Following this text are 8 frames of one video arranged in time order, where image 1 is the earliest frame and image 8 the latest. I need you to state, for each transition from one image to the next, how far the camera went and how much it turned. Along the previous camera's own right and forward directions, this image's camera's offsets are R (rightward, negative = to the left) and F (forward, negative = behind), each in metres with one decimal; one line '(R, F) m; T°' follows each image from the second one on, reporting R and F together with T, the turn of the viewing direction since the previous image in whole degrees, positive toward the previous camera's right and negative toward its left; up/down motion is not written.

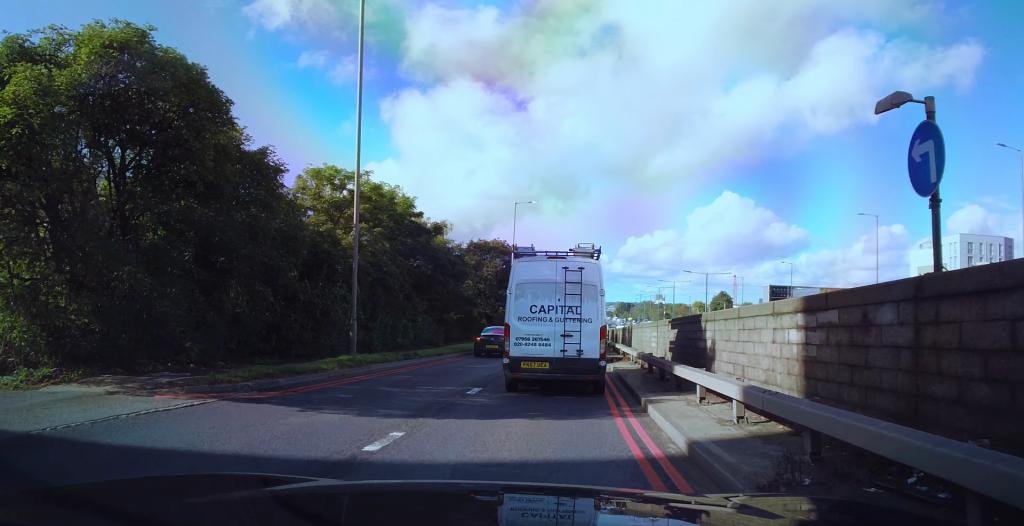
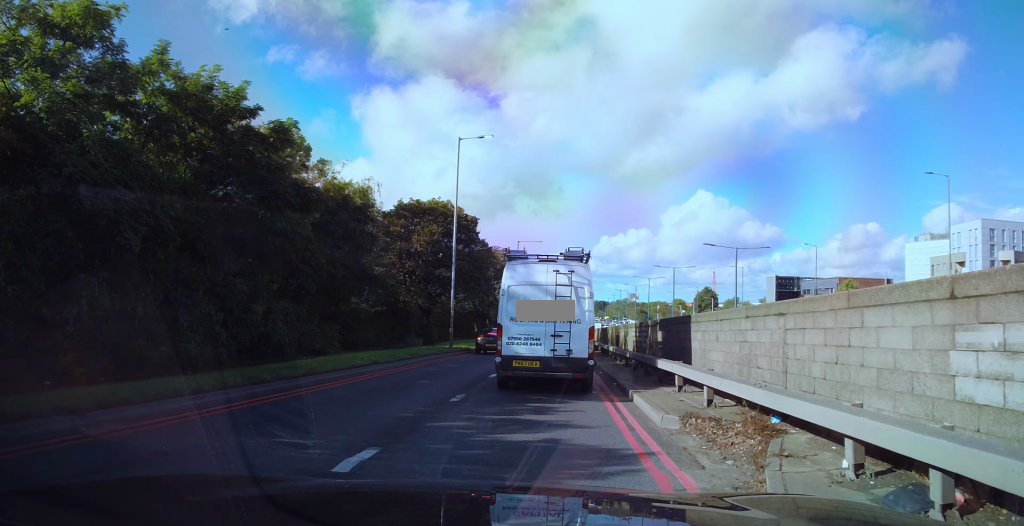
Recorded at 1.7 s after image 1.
(+0.7, +18.7) m; +4°
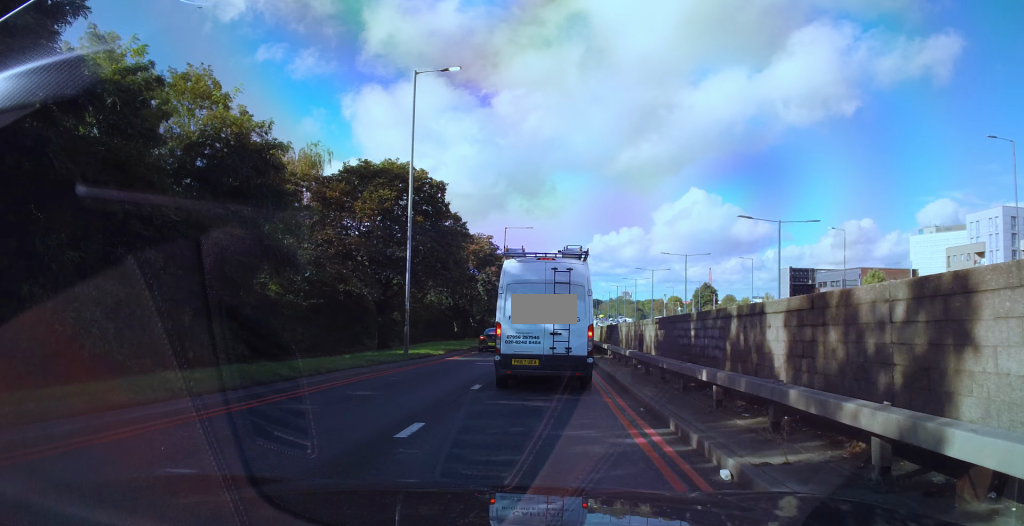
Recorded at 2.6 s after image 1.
(0.0, +9.5) m; 0°
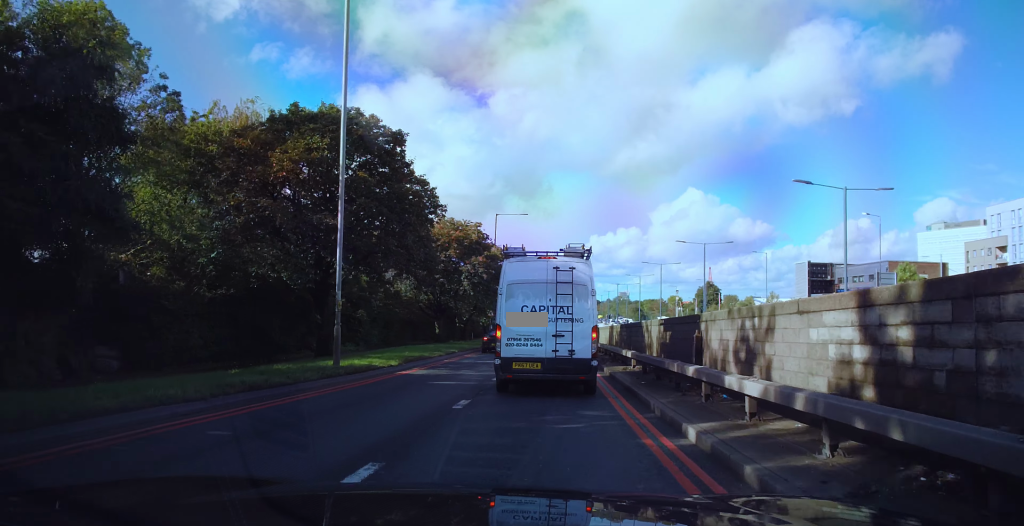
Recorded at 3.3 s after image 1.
(0.0, +8.4) m; +2°
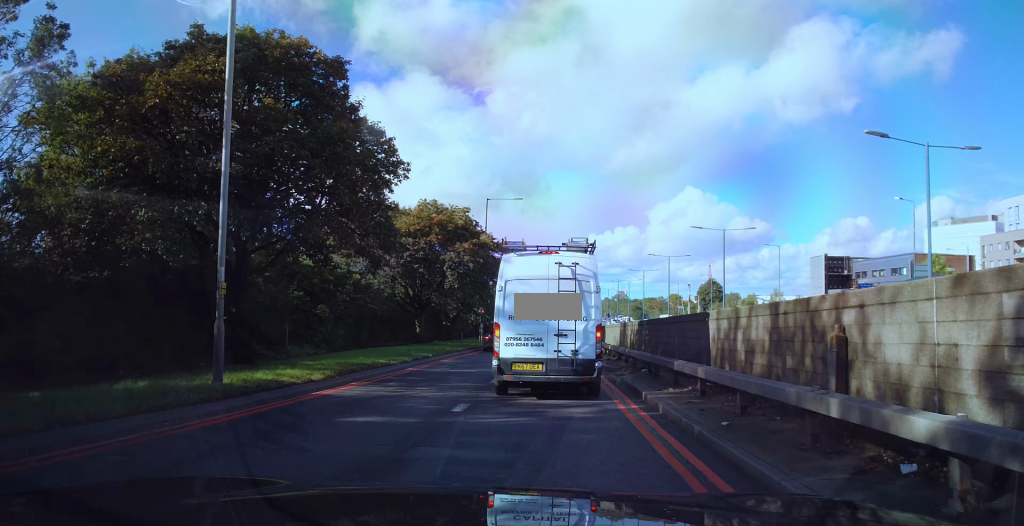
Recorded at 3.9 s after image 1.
(0.0, +6.6) m; +1°
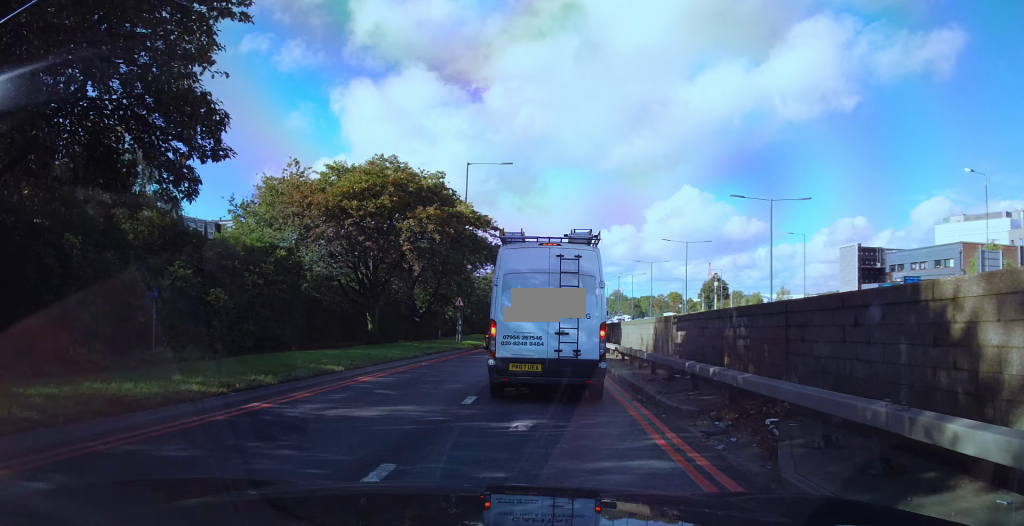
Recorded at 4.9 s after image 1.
(+0.4, +11.4) m; 0°
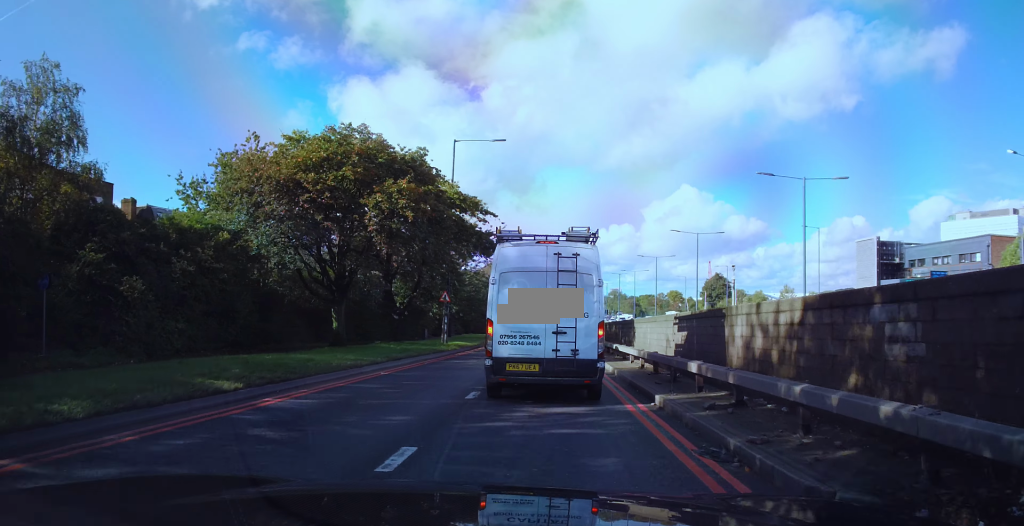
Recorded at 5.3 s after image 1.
(-0.2, +5.2) m; -1°
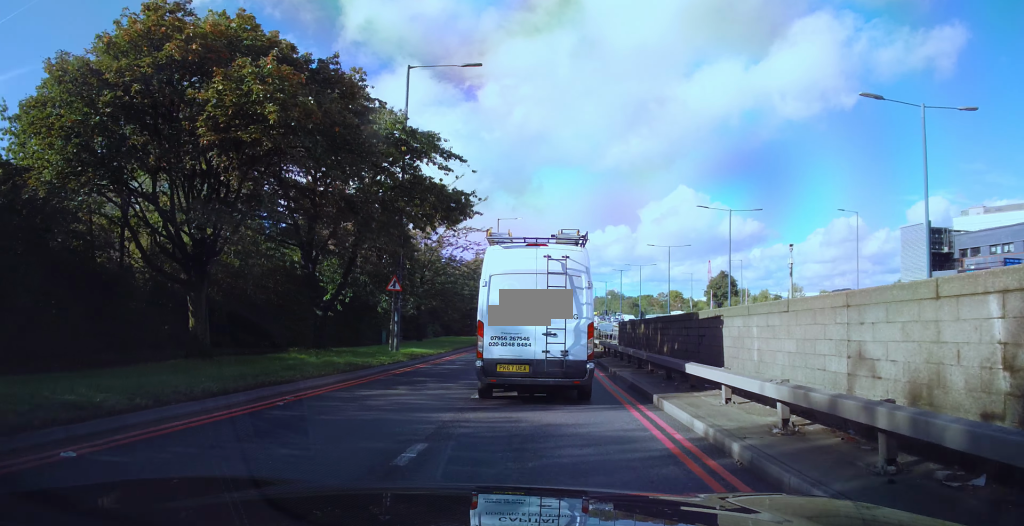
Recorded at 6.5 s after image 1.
(-0.1, +11.7) m; 0°
